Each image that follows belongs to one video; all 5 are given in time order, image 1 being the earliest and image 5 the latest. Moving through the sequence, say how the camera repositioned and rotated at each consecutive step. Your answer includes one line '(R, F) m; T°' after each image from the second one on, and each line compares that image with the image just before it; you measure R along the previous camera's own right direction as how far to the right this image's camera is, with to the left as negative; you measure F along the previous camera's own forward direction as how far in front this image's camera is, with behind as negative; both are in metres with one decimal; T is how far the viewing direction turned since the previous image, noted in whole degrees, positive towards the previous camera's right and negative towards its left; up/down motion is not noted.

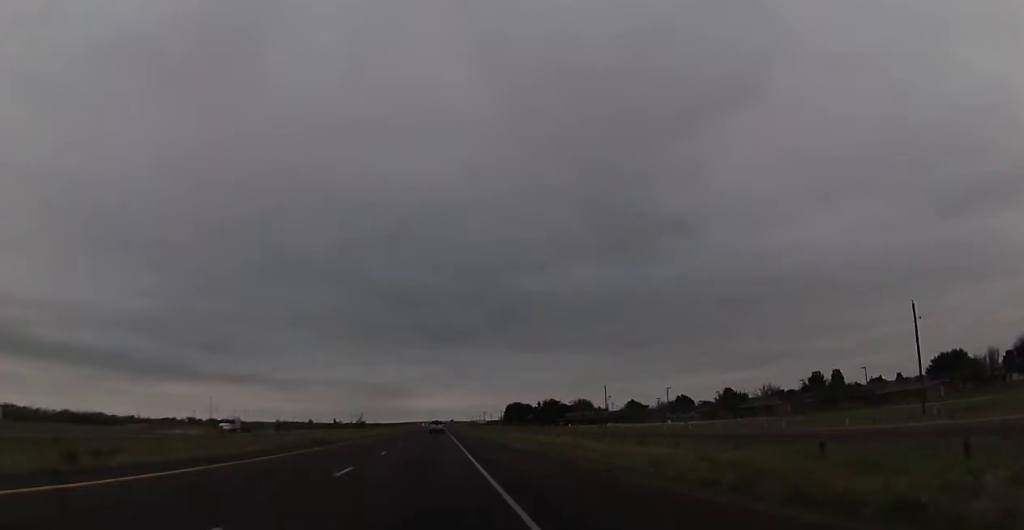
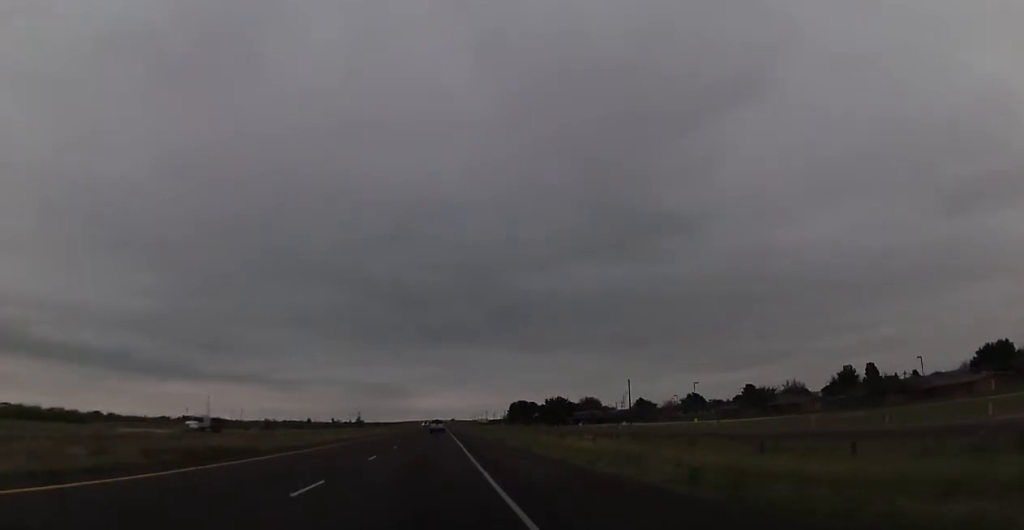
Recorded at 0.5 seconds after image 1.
(-0.3, +17.2) m; 0°
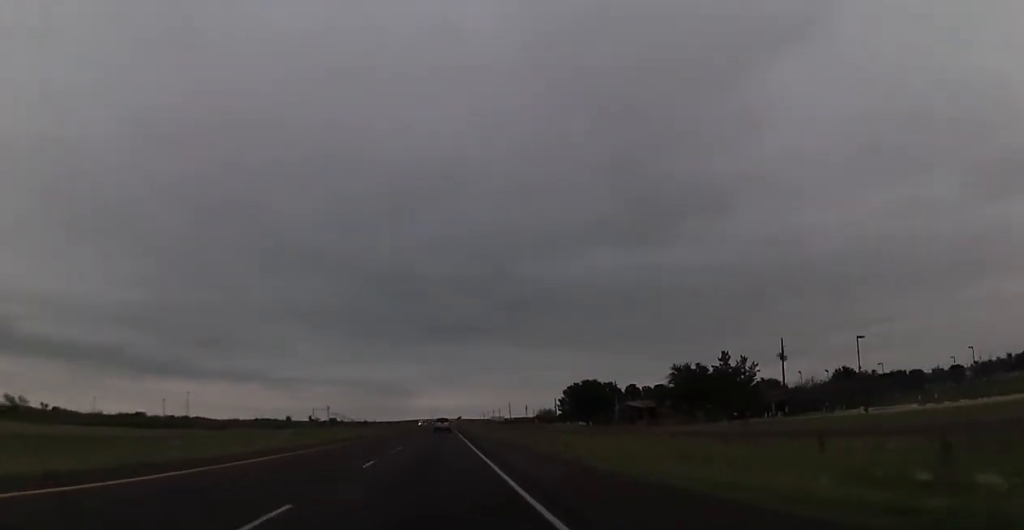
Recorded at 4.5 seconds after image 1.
(-2.4, +149.7) m; -1°
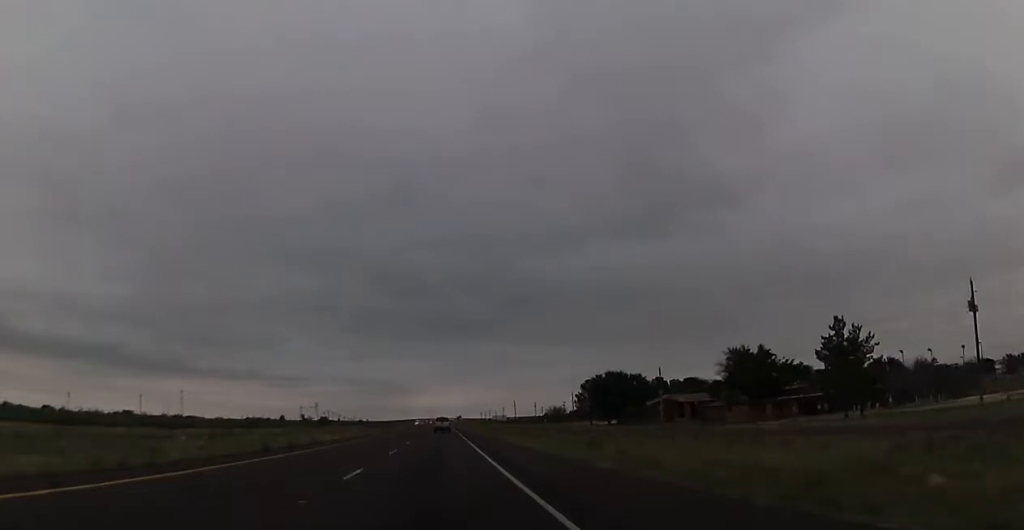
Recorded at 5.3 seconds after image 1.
(+0.2, +28.3) m; 0°
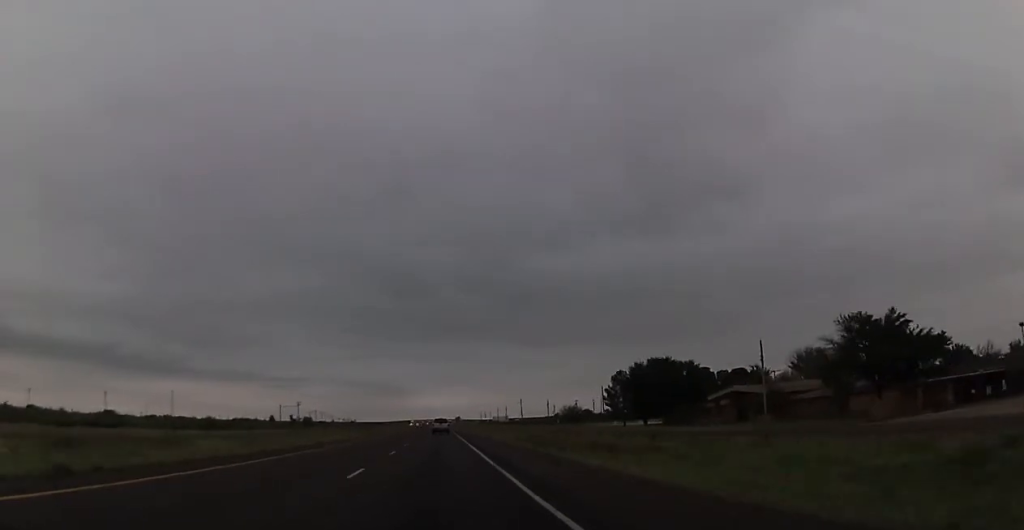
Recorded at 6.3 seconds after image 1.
(0.0, +35.6) m; 0°
